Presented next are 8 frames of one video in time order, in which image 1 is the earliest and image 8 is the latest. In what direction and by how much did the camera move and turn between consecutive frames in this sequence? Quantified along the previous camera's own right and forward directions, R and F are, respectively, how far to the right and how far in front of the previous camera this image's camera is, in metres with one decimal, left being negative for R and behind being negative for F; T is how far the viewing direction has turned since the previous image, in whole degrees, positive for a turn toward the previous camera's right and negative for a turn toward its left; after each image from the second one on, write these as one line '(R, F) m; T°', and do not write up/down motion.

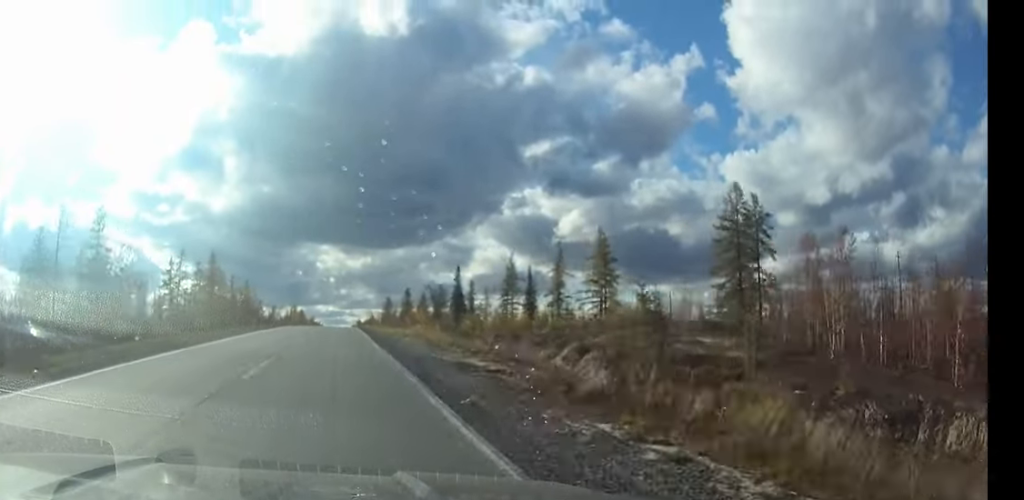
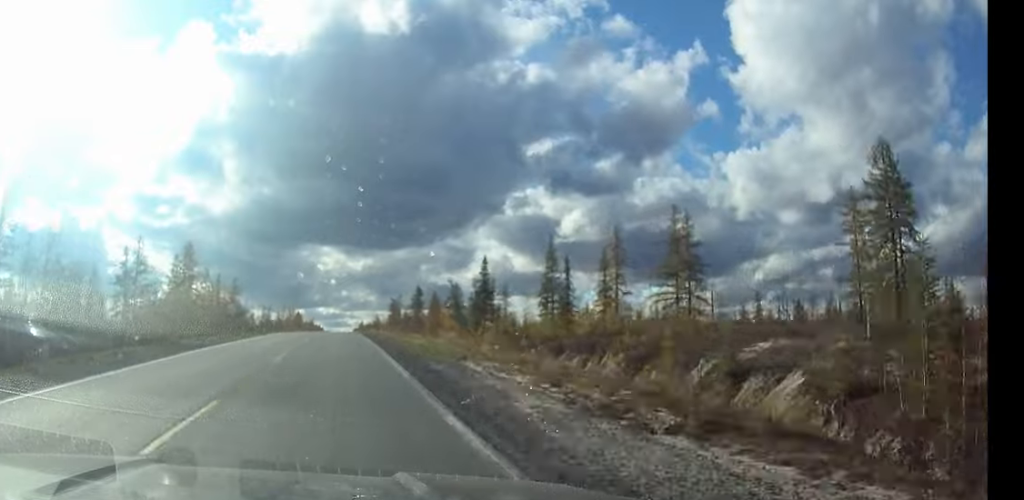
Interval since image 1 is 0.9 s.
(0.0, +19.4) m; 0°
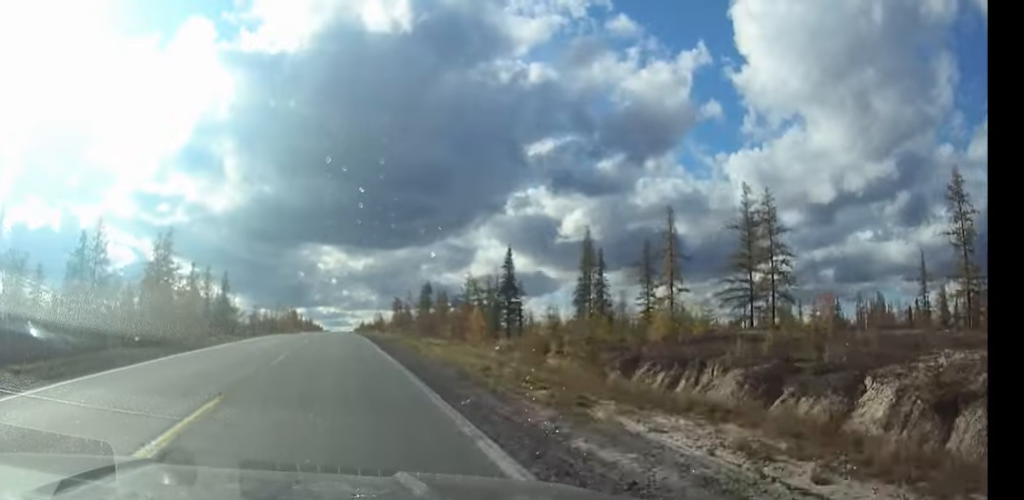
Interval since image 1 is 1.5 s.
(0.0, +12.9) m; 0°
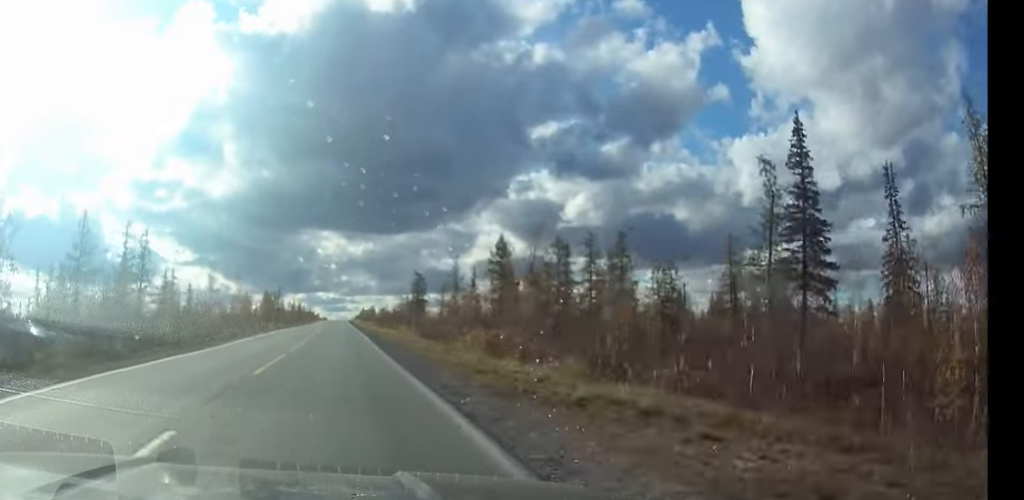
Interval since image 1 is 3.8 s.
(0.0, +51.1) m; 0°
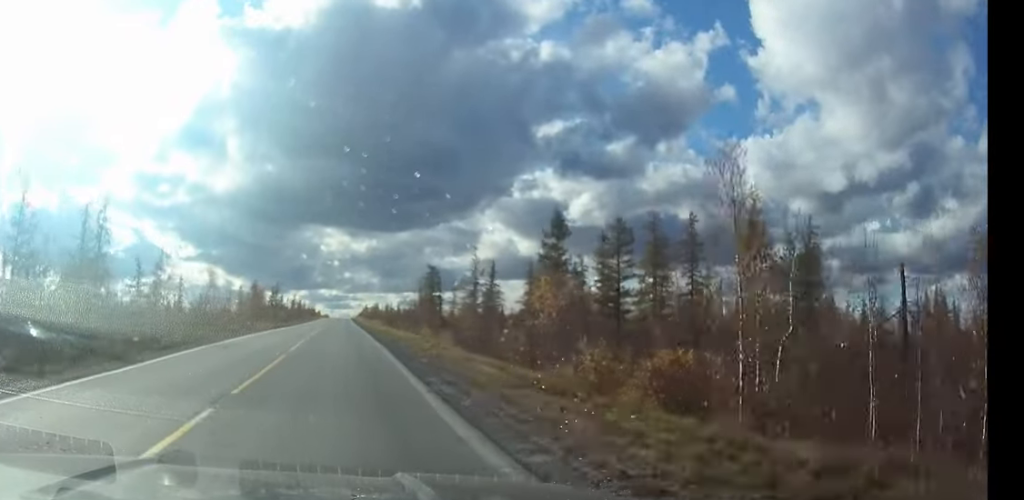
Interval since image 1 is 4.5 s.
(0.0, +15.9) m; 0°
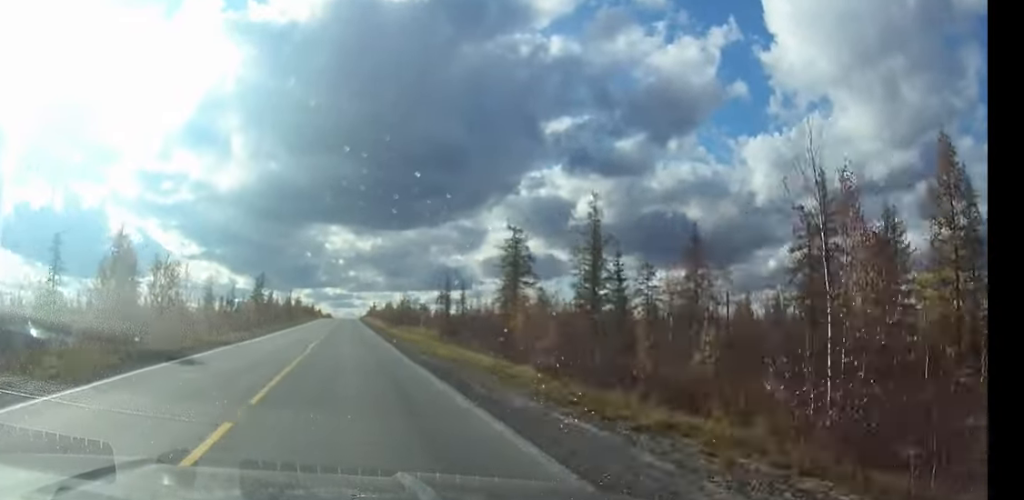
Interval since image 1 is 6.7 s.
(0.0, +49.5) m; 0°
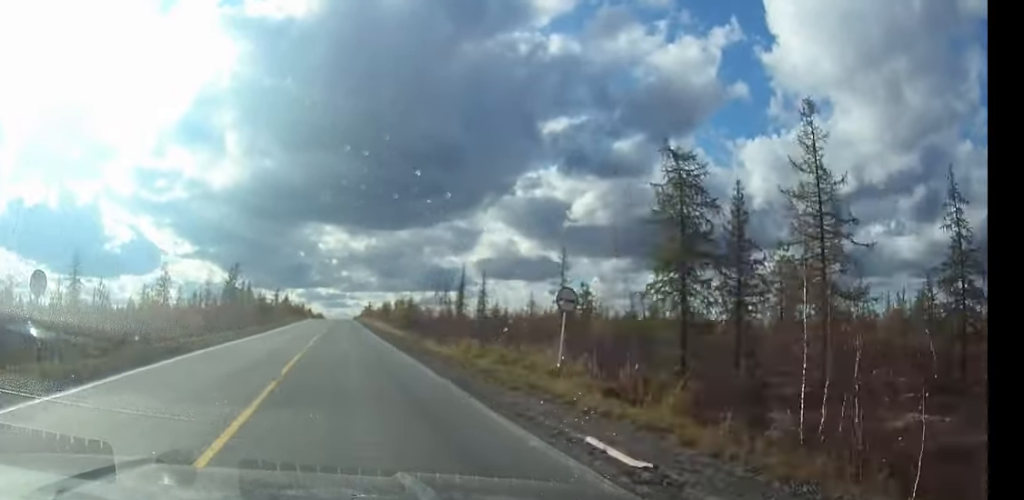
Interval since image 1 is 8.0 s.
(+0.1, +32.0) m; 0°
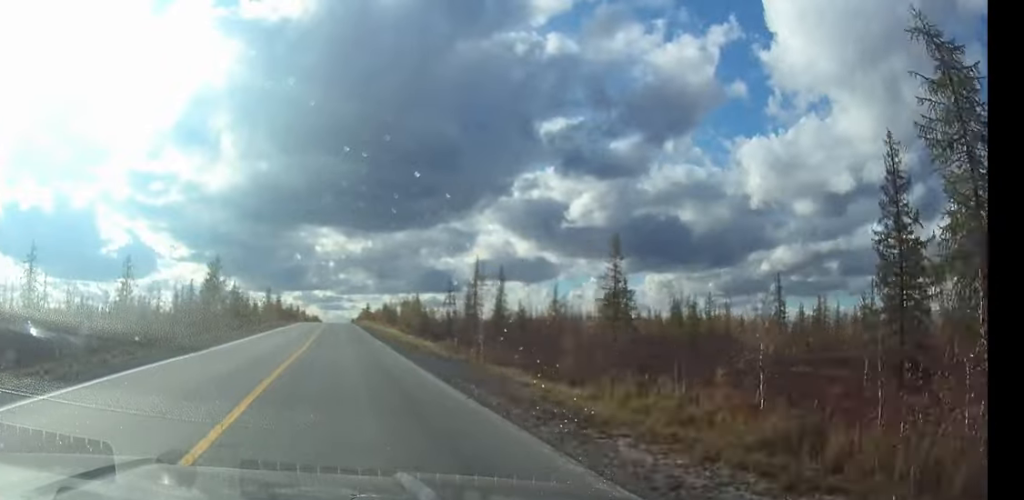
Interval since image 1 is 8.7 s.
(+0.1, +18.9) m; 0°
